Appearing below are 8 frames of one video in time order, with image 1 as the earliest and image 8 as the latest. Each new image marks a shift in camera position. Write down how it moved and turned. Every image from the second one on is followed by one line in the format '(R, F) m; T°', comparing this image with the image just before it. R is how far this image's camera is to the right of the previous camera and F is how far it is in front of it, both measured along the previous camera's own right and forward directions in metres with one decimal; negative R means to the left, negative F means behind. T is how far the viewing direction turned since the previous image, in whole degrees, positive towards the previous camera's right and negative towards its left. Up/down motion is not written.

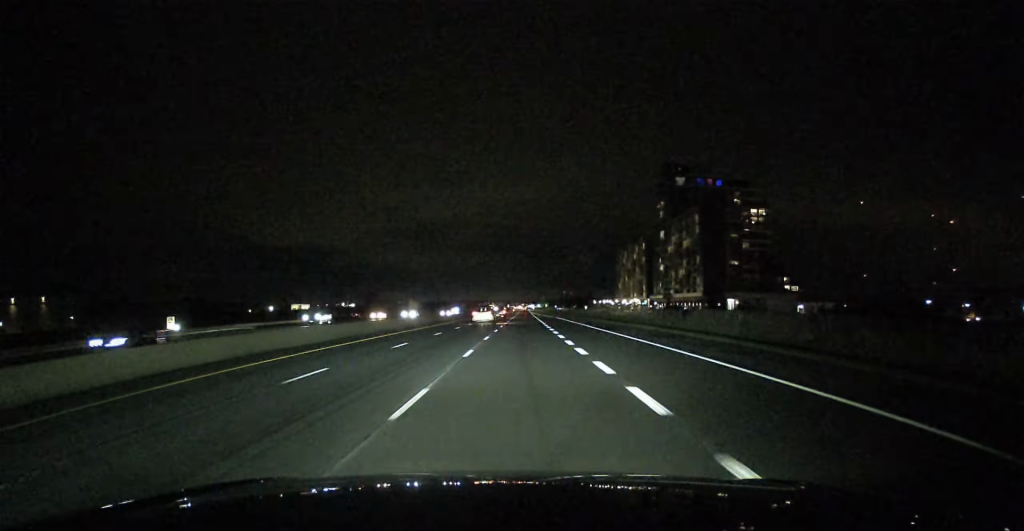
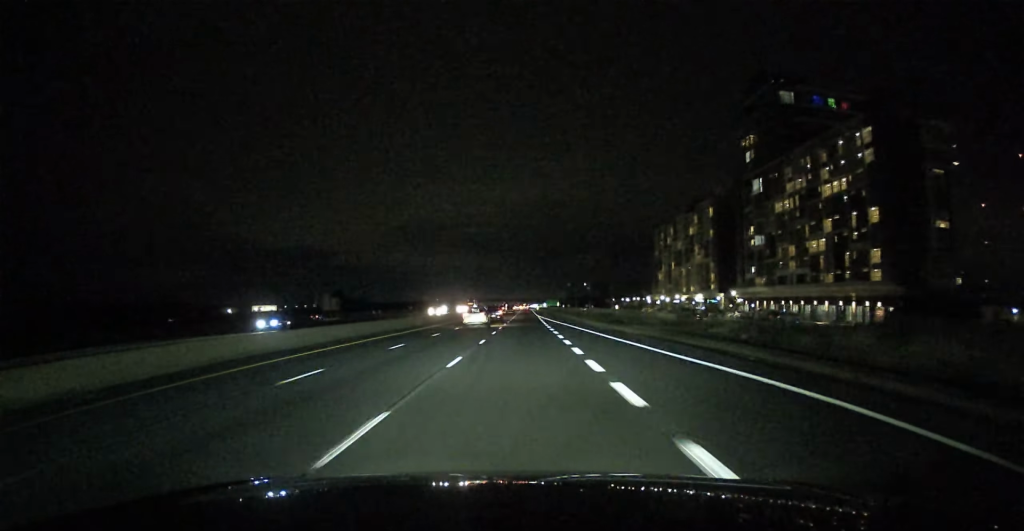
(0.0, +101.8) m; 0°
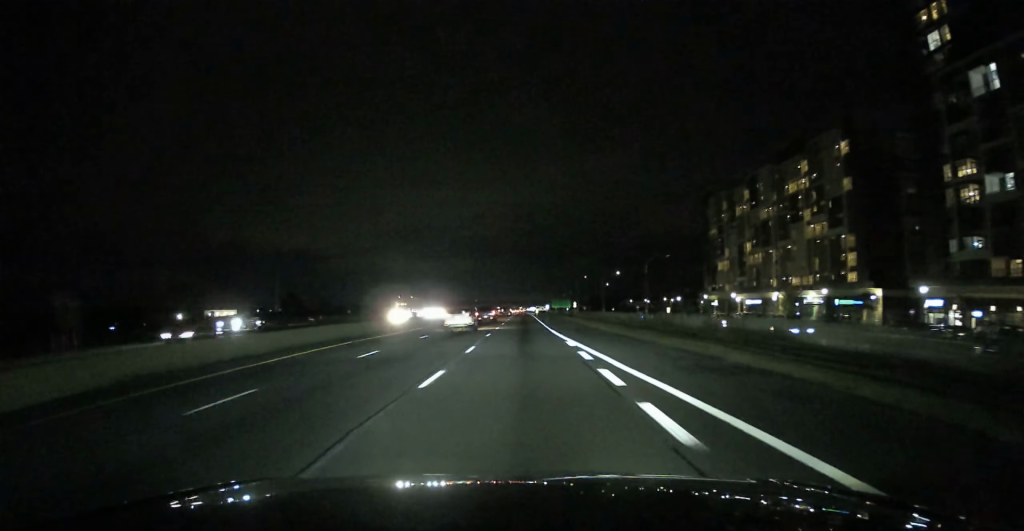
(-0.1, +81.2) m; 0°
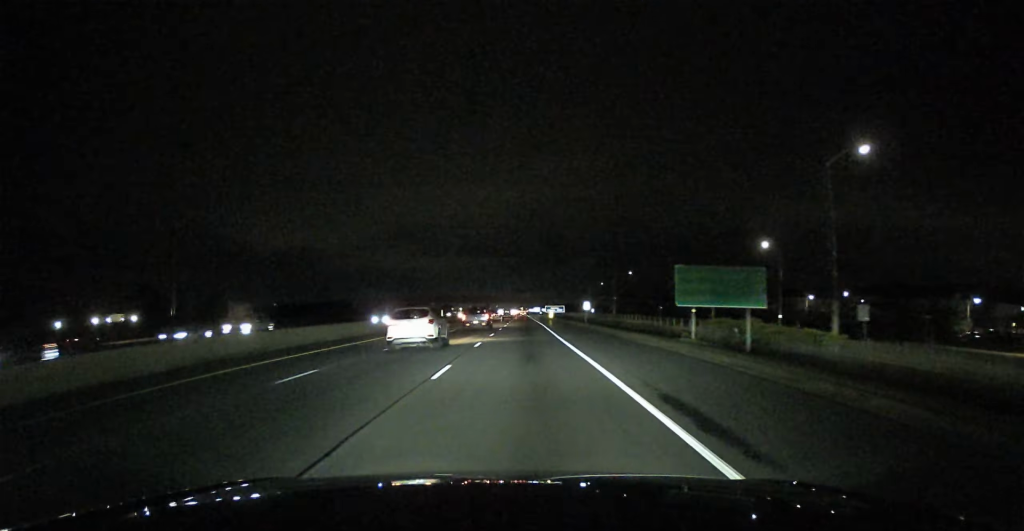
(+0.1, +145.2) m; 0°
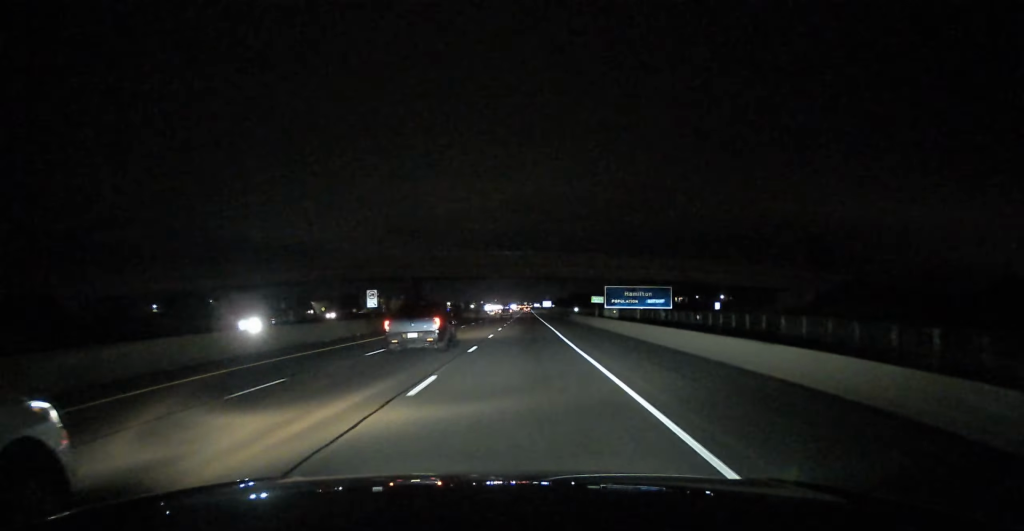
(0.0, +169.5) m; 0°
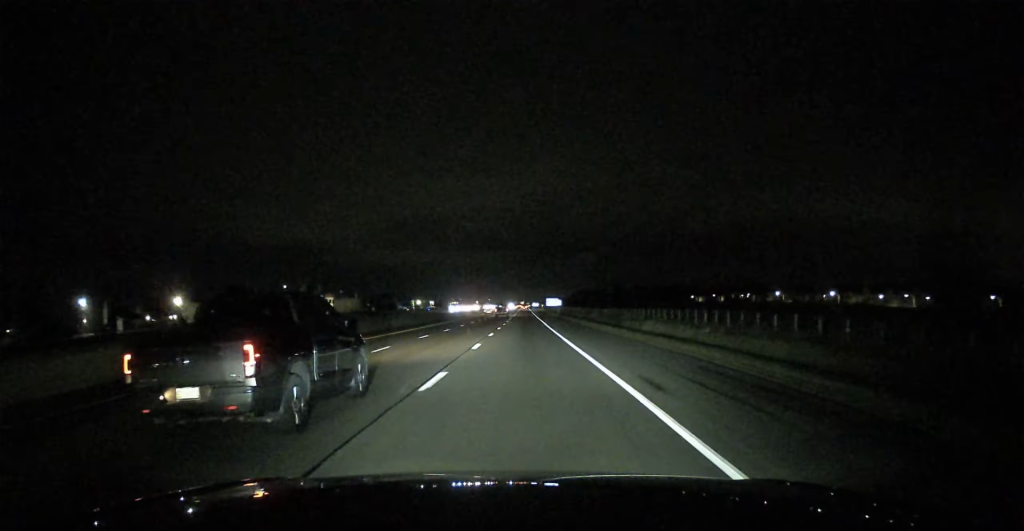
(-0.1, +102.9) m; 0°
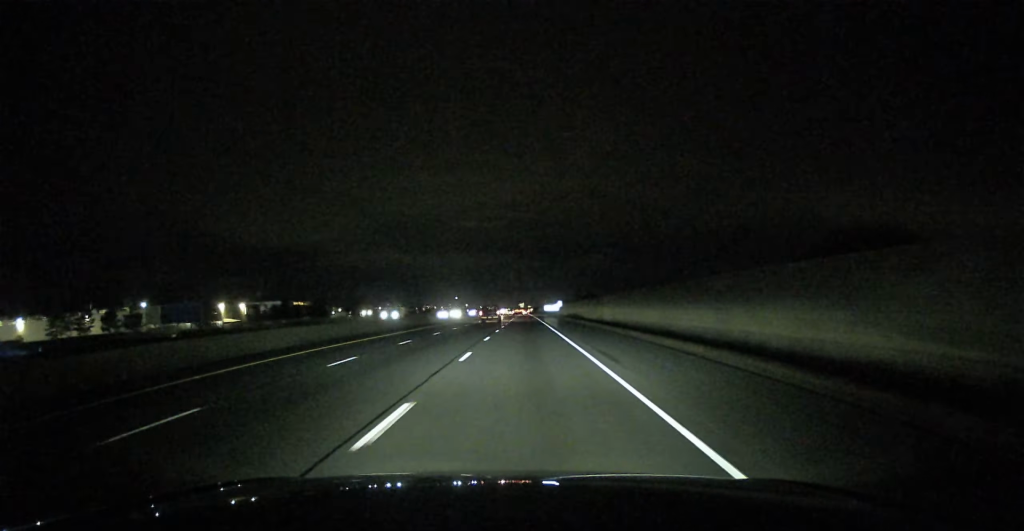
(-0.4, +400.6) m; 0°
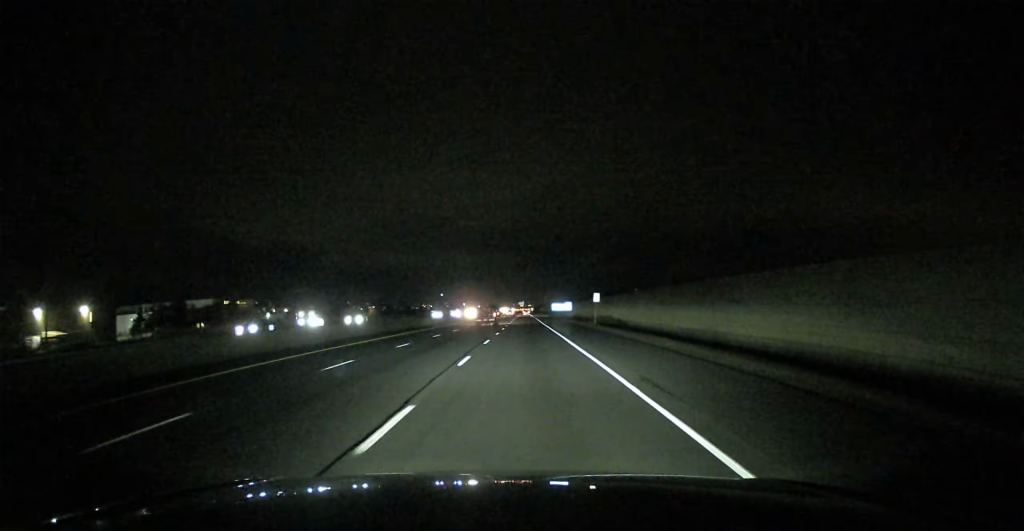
(-0.2, +75.5) m; 0°
